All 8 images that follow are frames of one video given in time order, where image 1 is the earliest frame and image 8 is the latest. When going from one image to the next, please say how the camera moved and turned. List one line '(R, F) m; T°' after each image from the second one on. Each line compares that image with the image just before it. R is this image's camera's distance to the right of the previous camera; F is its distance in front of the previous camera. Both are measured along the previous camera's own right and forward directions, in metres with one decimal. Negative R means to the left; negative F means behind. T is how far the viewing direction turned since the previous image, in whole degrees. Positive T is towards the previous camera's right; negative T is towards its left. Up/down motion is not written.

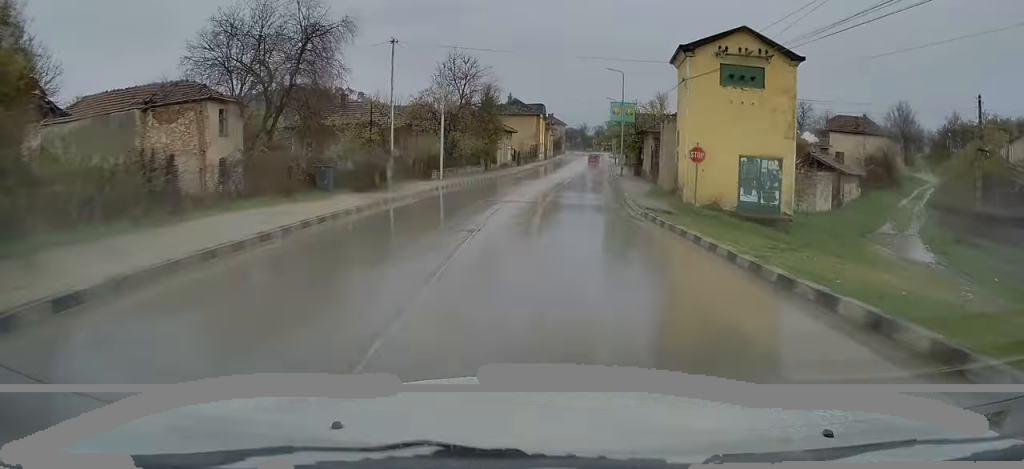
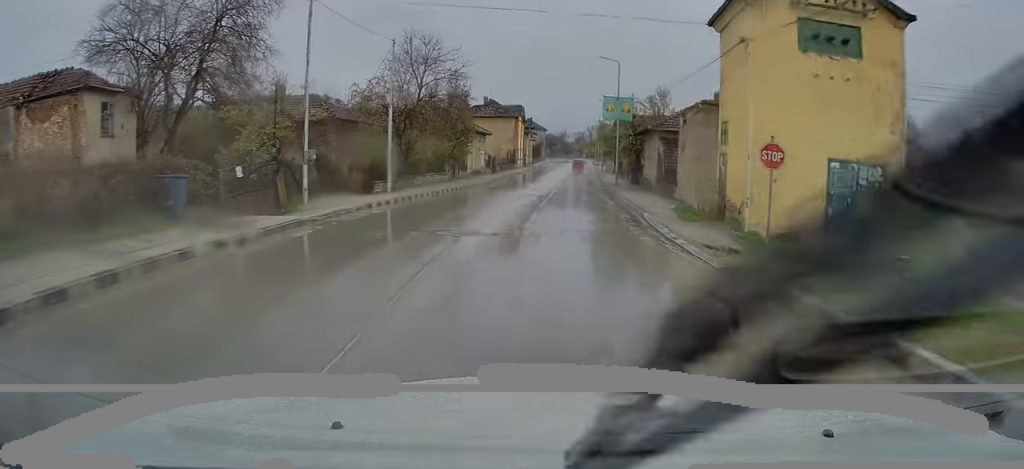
(+0.1, +9.1) m; +2°
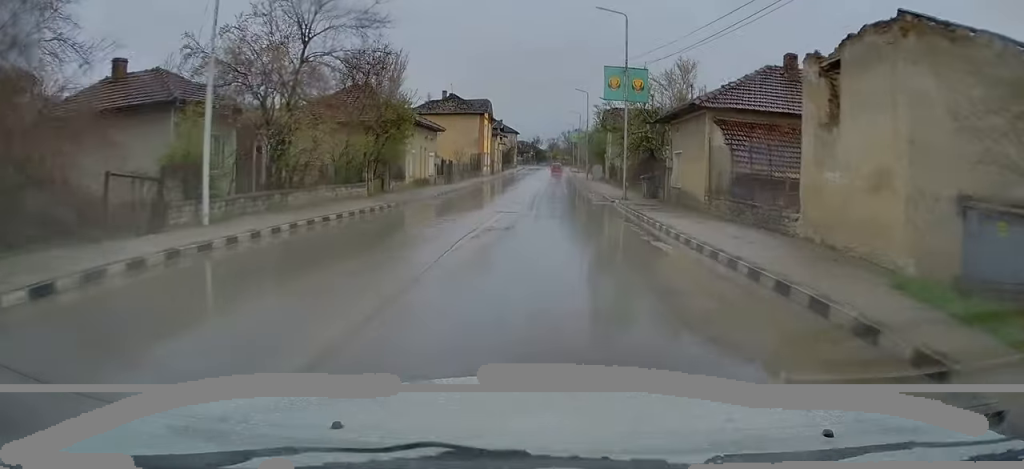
(+0.5, +14.9) m; +2°
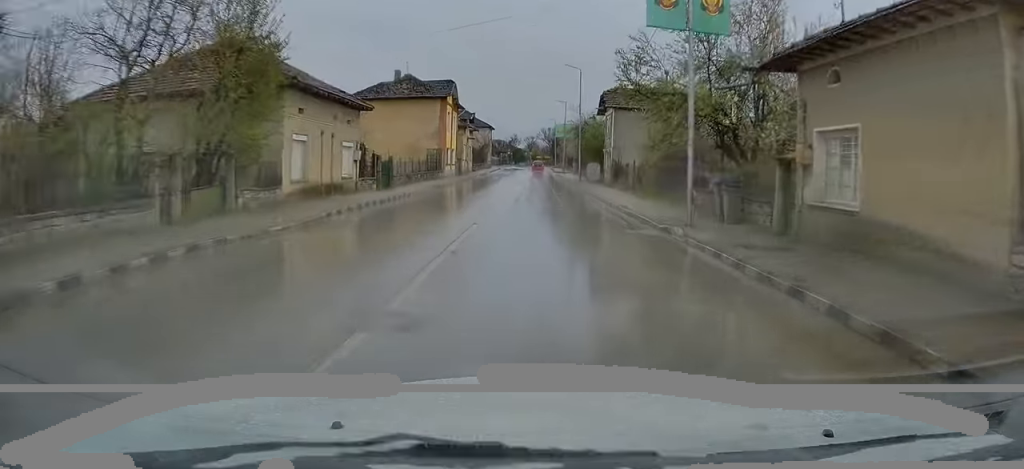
(0.0, +14.8) m; +1°
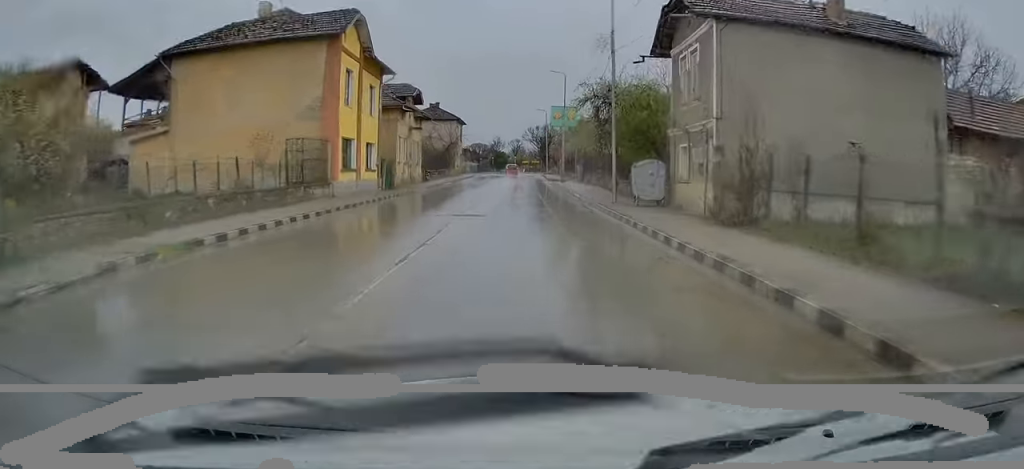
(+0.7, +26.6) m; +2°
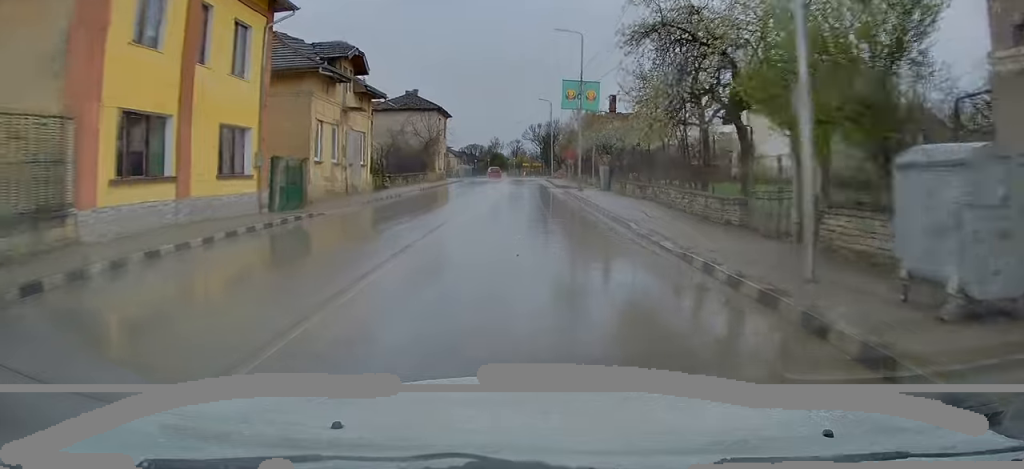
(0.0, +15.8) m; -1°
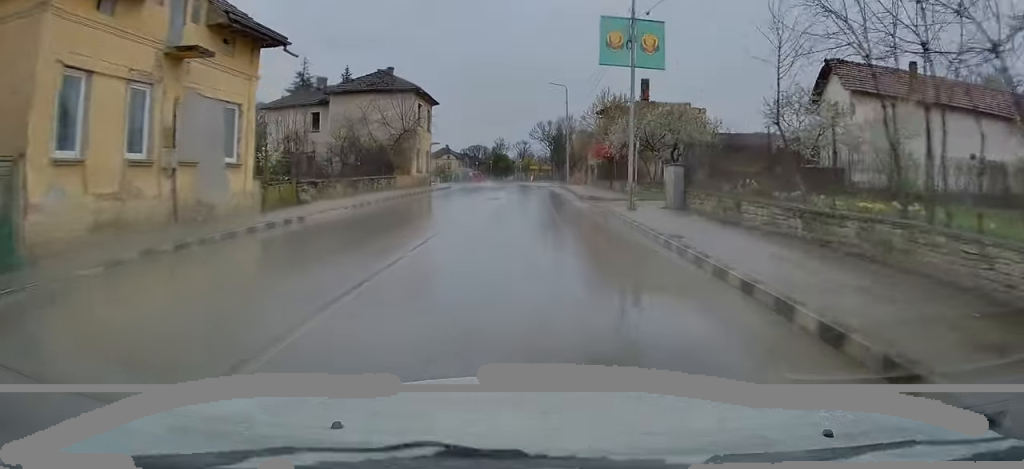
(-0.2, +14.9) m; -1°
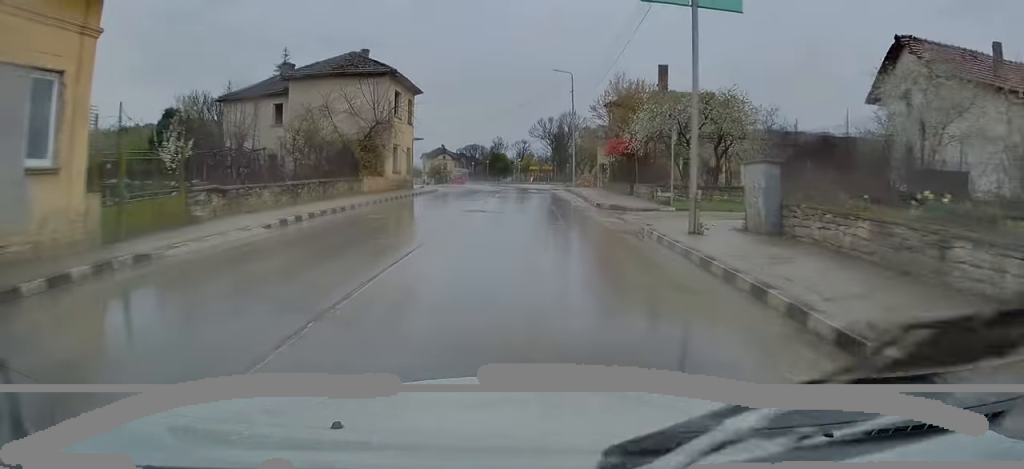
(-0.2, +7.5) m; 0°
